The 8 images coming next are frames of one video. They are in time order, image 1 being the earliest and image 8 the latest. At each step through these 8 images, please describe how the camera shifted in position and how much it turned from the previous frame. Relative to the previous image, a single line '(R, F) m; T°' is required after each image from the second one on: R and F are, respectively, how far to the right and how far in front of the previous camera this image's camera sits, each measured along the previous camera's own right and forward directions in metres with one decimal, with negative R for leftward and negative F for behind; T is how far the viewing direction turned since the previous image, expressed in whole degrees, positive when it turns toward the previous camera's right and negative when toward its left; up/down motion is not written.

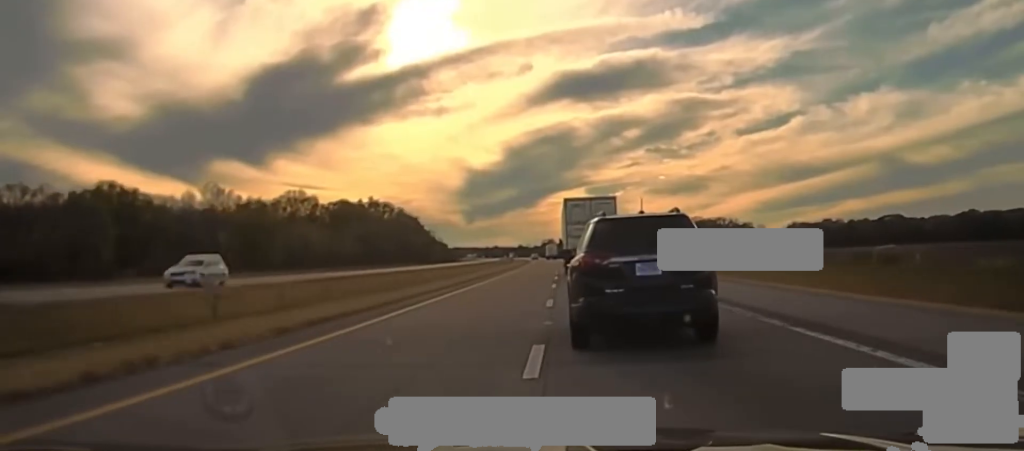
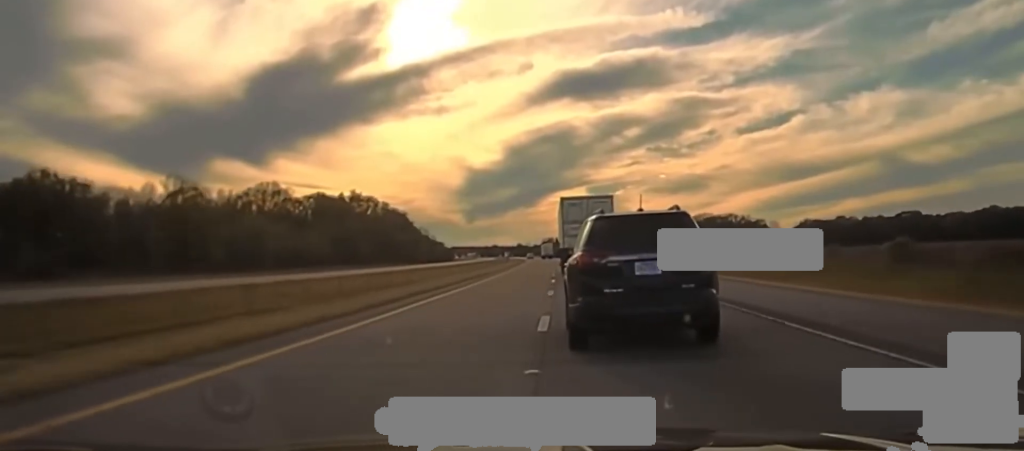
(-0.1, +33.2) m; 0°
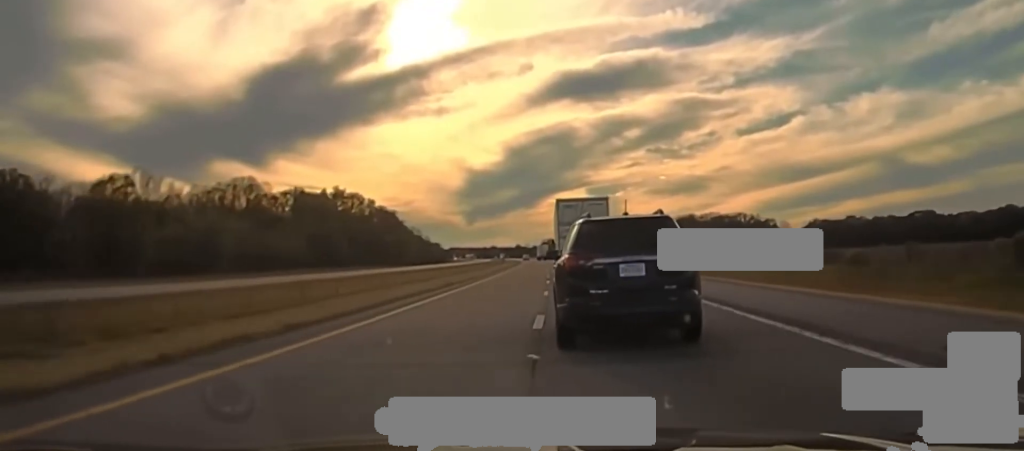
(0.0, +25.9) m; 0°
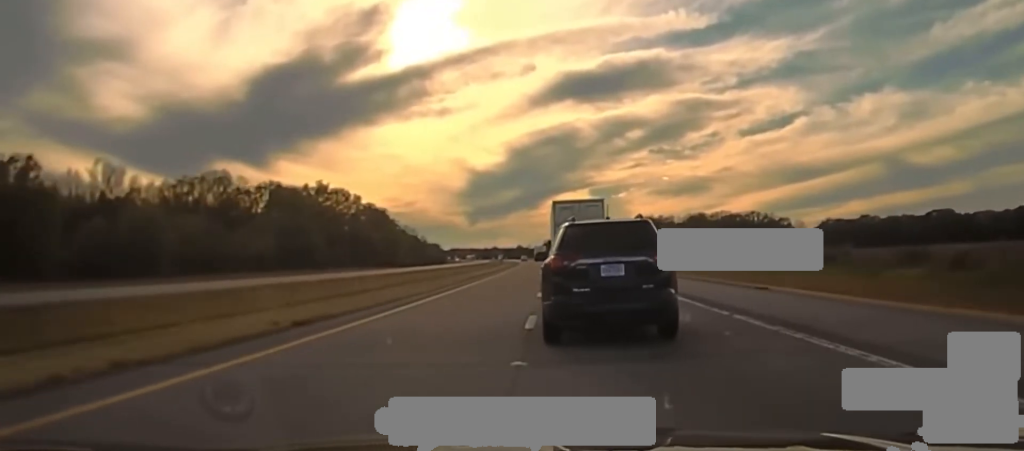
(0.0, +25.1) m; 0°
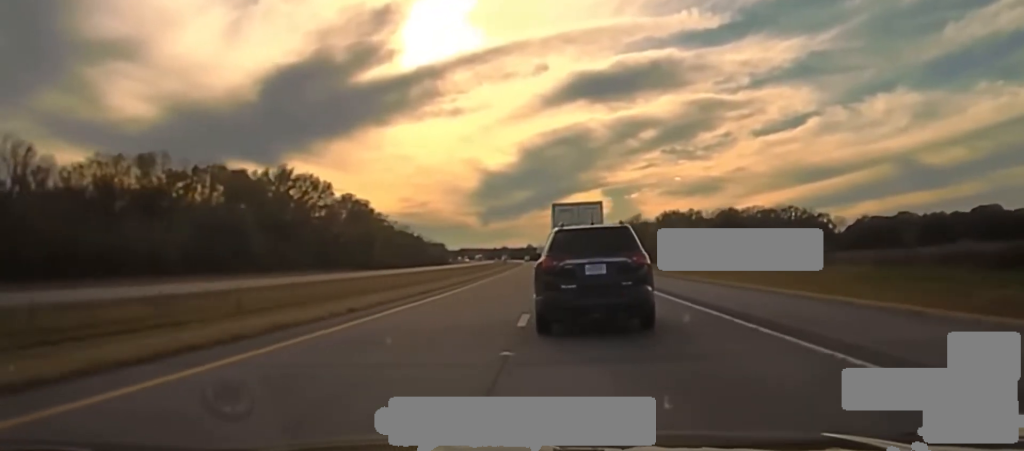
(-0.3, +44.4) m; -1°
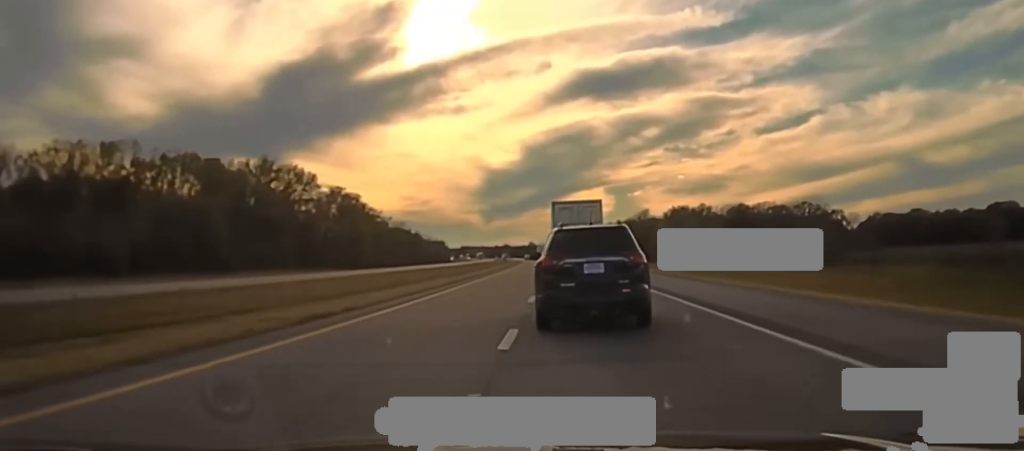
(0.0, +15.9) m; 0°
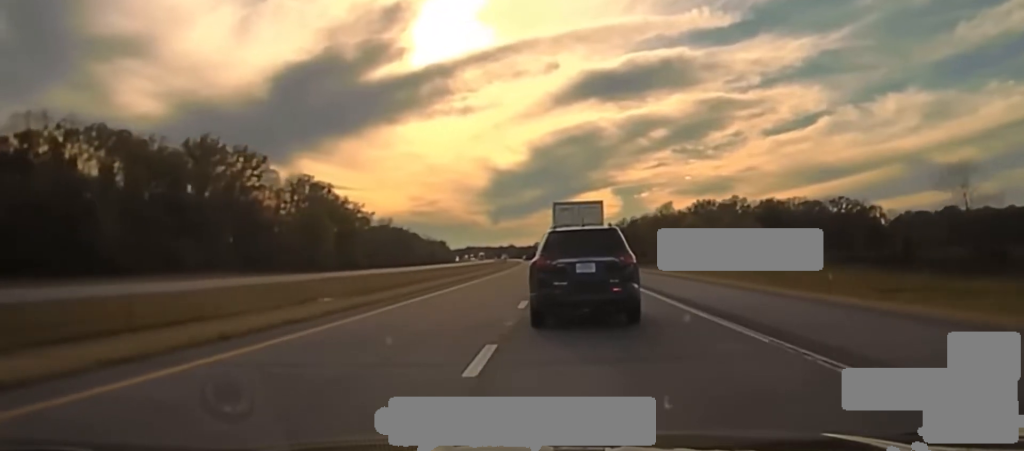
(-0.3, +38.8) m; -1°
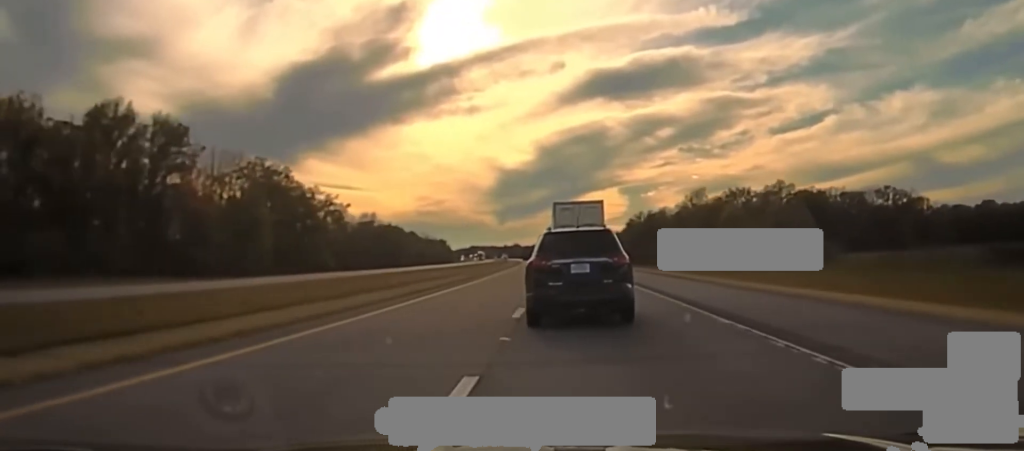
(-0.3, +40.6) m; 0°
